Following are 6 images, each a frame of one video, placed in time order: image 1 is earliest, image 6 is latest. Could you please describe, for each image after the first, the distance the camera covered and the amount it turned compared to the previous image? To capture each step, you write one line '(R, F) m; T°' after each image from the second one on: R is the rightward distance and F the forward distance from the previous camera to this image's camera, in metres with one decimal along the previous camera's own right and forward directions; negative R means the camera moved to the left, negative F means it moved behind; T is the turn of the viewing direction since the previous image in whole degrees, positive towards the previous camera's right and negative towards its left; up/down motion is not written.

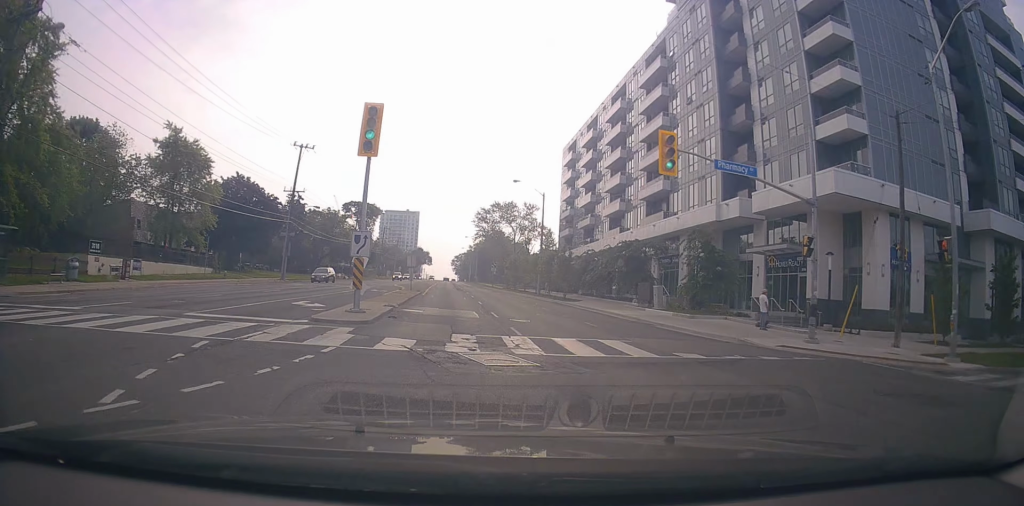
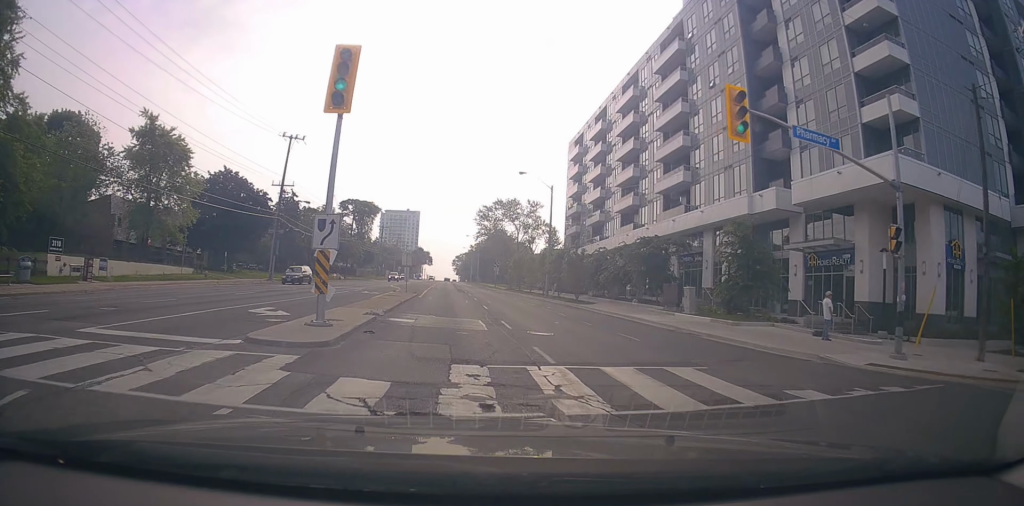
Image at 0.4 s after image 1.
(+0.1, +4.6) m; 0°
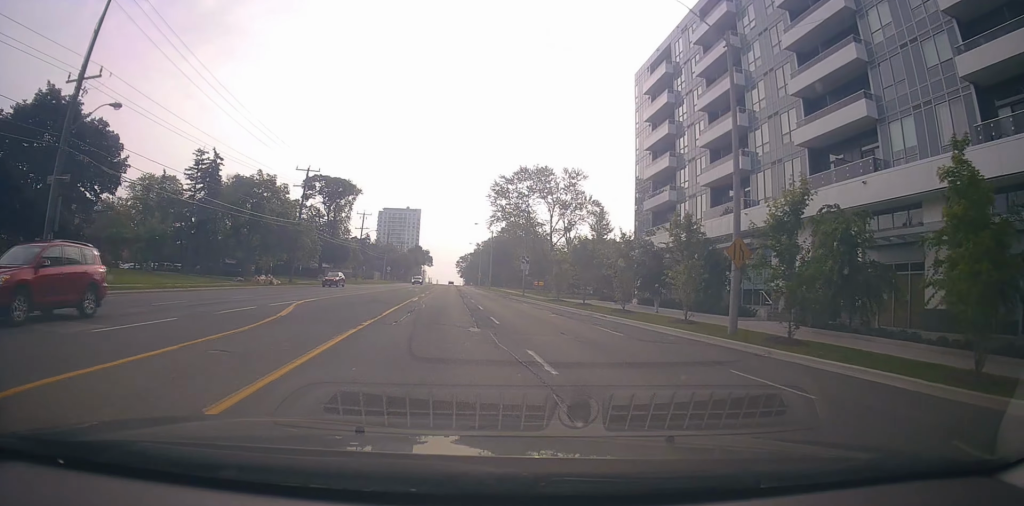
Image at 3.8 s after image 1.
(+0.6, +34.9) m; 0°
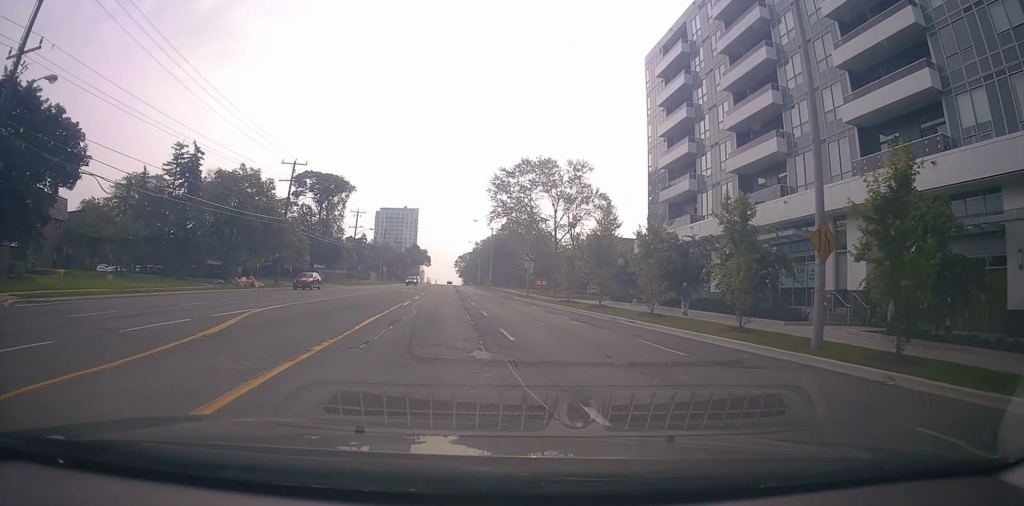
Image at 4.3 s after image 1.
(-0.4, +4.7) m; 0°
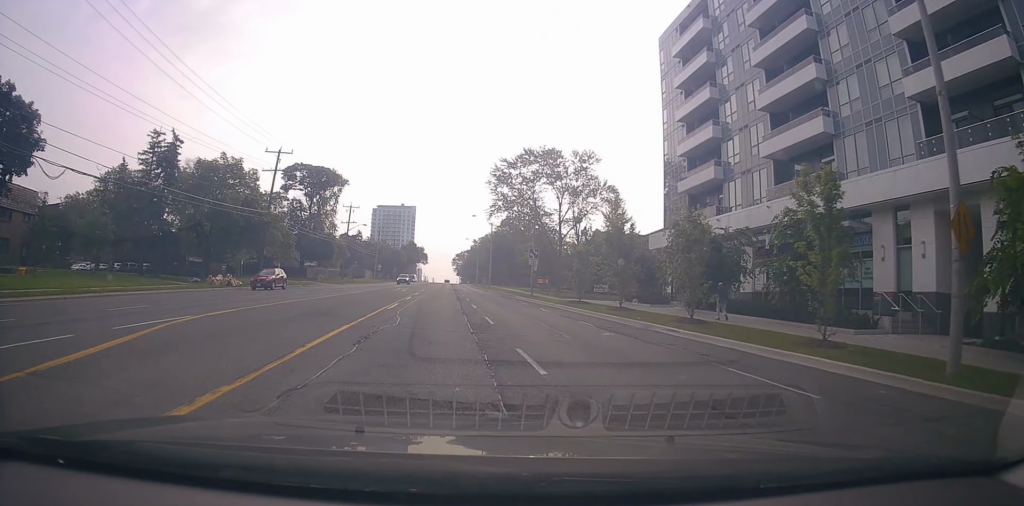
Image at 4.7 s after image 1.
(-0.4, +4.7) m; 0°
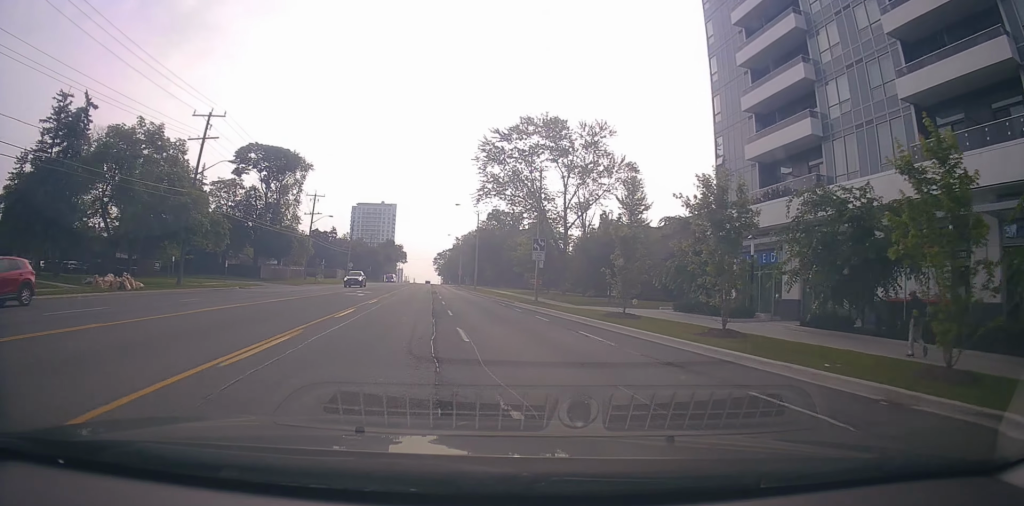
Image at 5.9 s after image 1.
(+0.8, +13.5) m; -1°
